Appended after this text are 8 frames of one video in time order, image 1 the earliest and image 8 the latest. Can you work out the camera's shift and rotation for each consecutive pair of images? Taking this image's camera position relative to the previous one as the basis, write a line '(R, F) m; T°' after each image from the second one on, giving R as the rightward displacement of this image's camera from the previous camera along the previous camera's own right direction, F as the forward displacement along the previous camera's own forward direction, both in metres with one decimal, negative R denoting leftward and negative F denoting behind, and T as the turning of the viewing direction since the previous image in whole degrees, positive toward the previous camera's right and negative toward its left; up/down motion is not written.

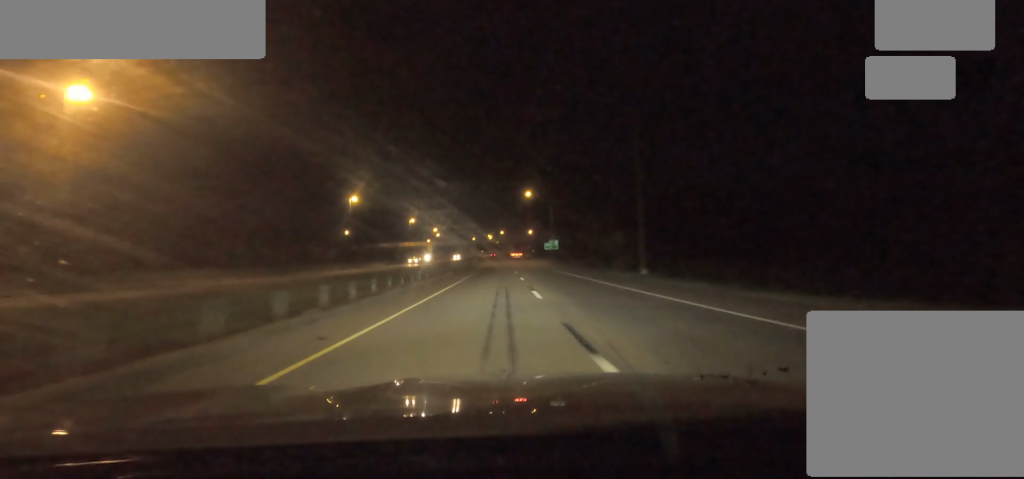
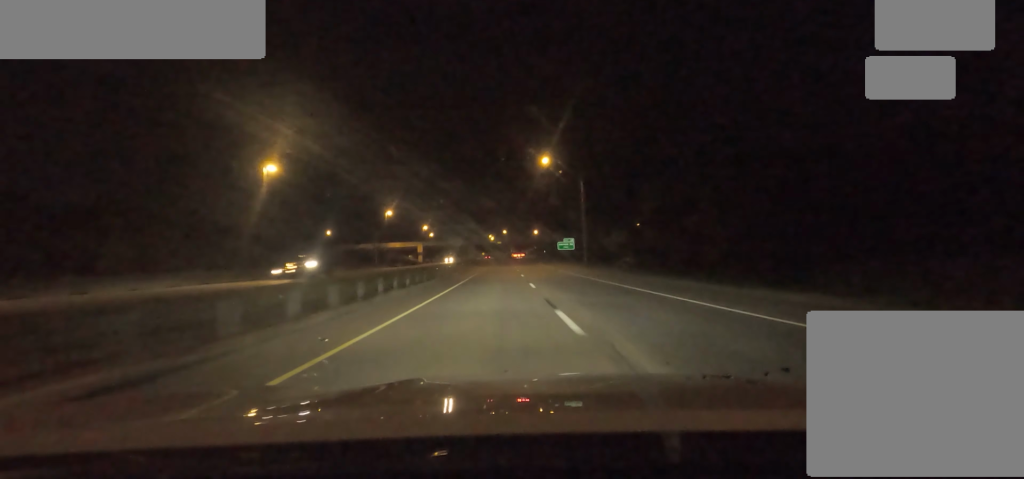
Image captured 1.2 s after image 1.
(-1.4, +34.7) m; -1°
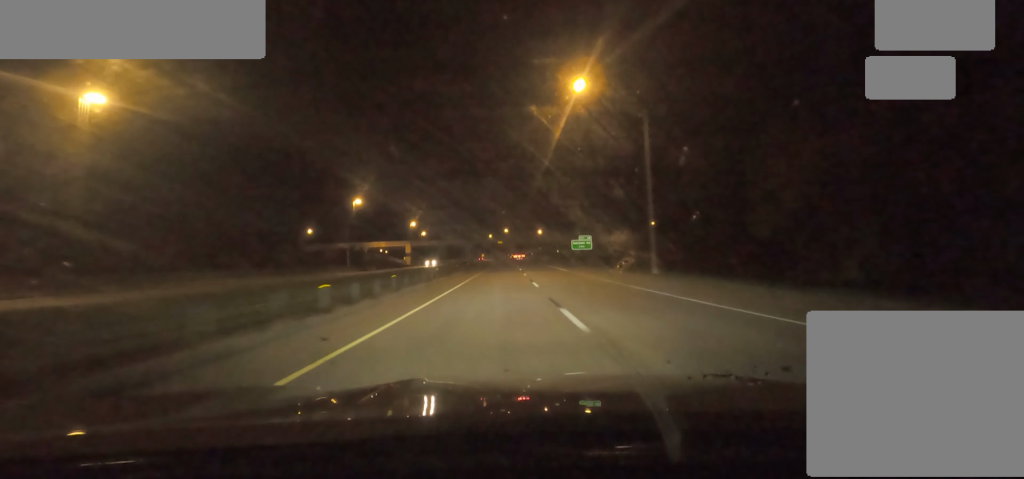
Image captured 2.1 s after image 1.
(+0.7, +27.1) m; 0°
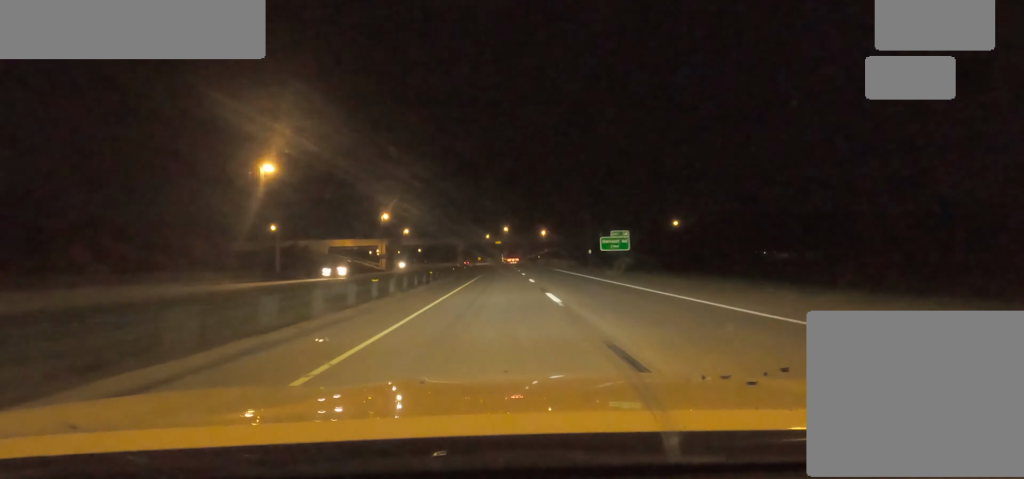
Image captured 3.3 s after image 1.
(-0.8, +34.7) m; 0°
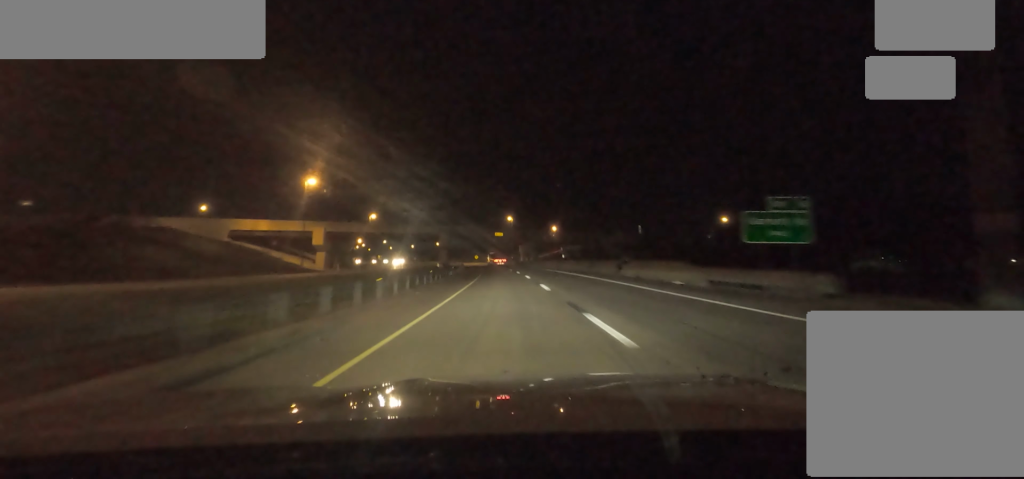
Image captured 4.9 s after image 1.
(+0.7, +48.0) m; -2°
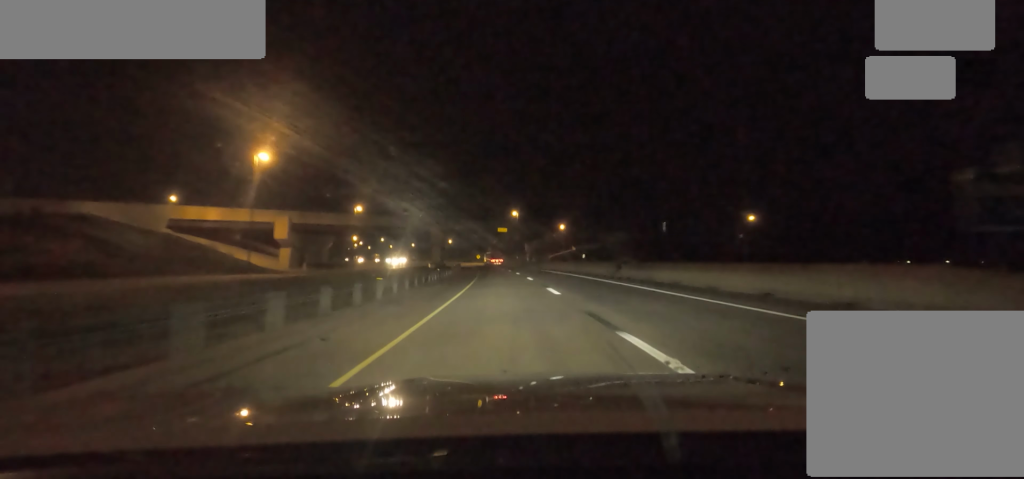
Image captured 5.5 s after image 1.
(-0.6, +16.4) m; -2°
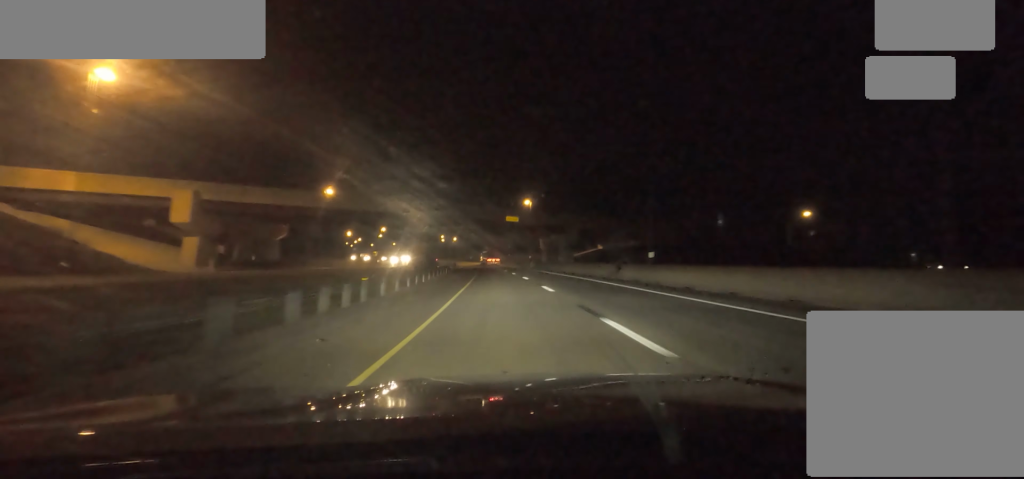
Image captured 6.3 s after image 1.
(0.0, +24.5) m; +1°
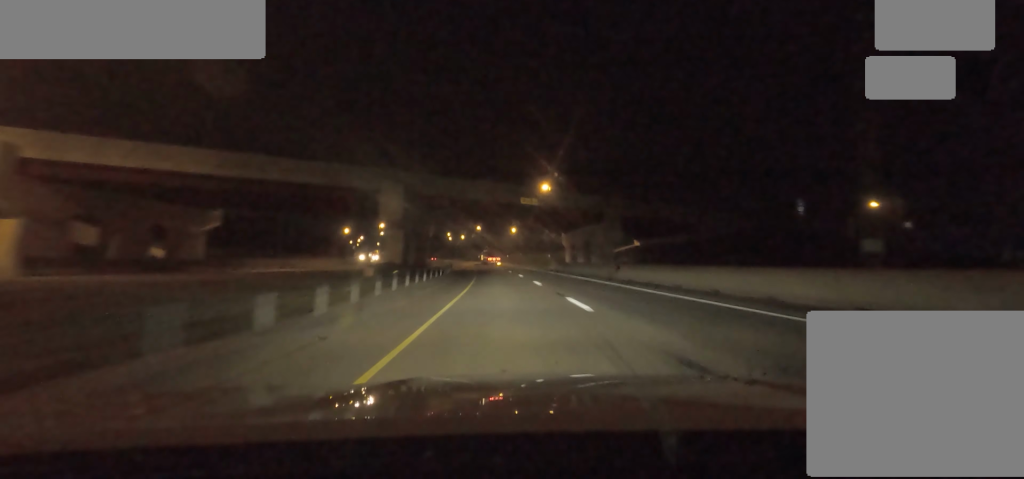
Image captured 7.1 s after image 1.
(+0.4, +21.0) m; 0°
